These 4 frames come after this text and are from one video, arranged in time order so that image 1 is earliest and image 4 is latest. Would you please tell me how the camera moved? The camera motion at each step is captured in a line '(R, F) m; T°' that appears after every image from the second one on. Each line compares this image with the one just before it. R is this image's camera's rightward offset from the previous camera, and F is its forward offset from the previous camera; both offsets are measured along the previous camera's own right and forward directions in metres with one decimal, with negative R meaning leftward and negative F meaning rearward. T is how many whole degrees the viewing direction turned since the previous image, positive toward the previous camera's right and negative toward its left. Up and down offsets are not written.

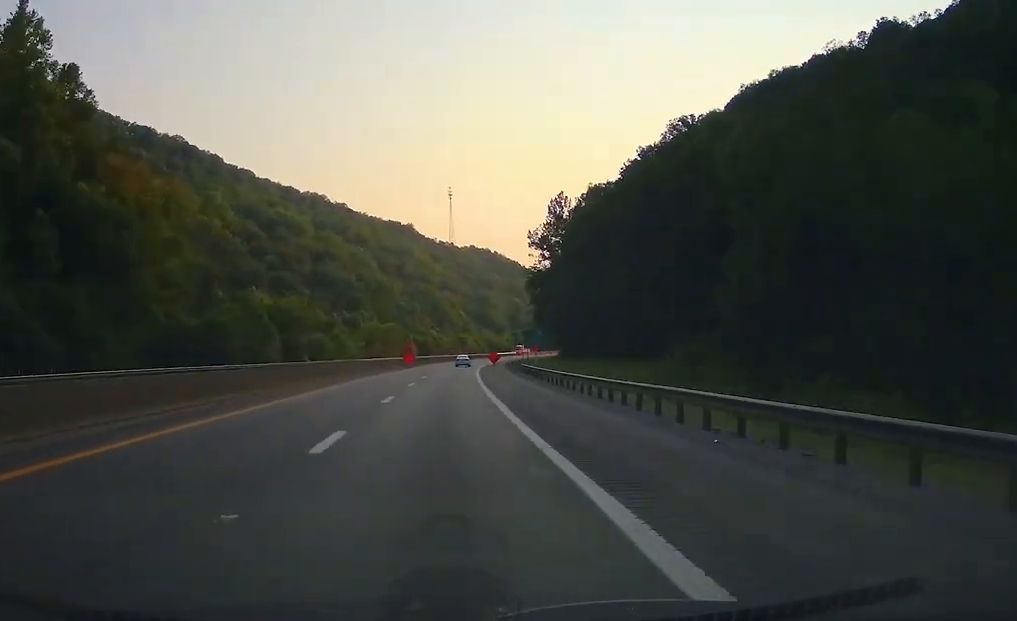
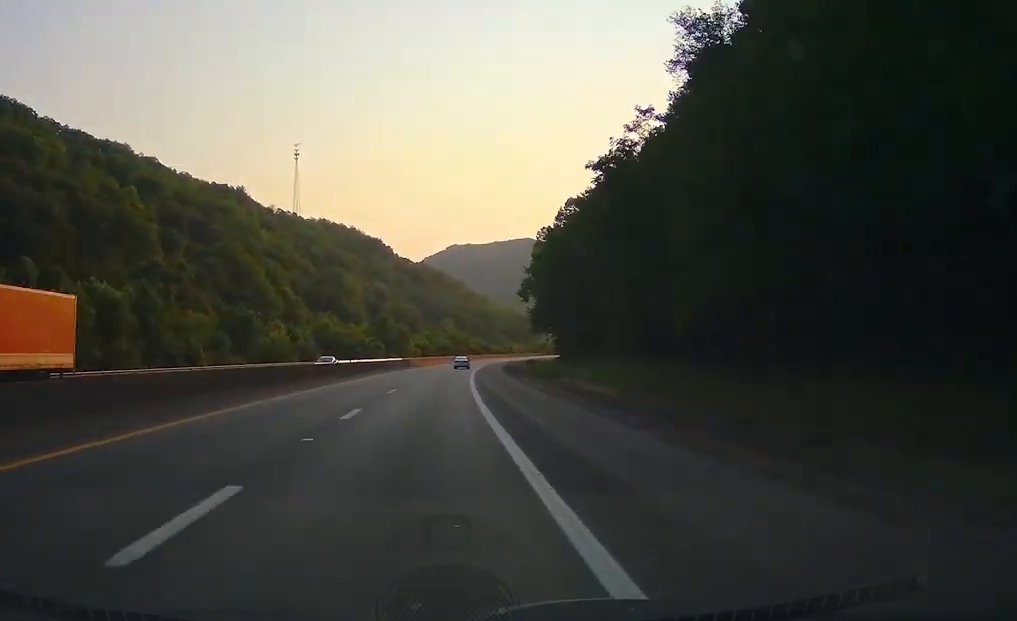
(+14.7, +190.1) m; +11°
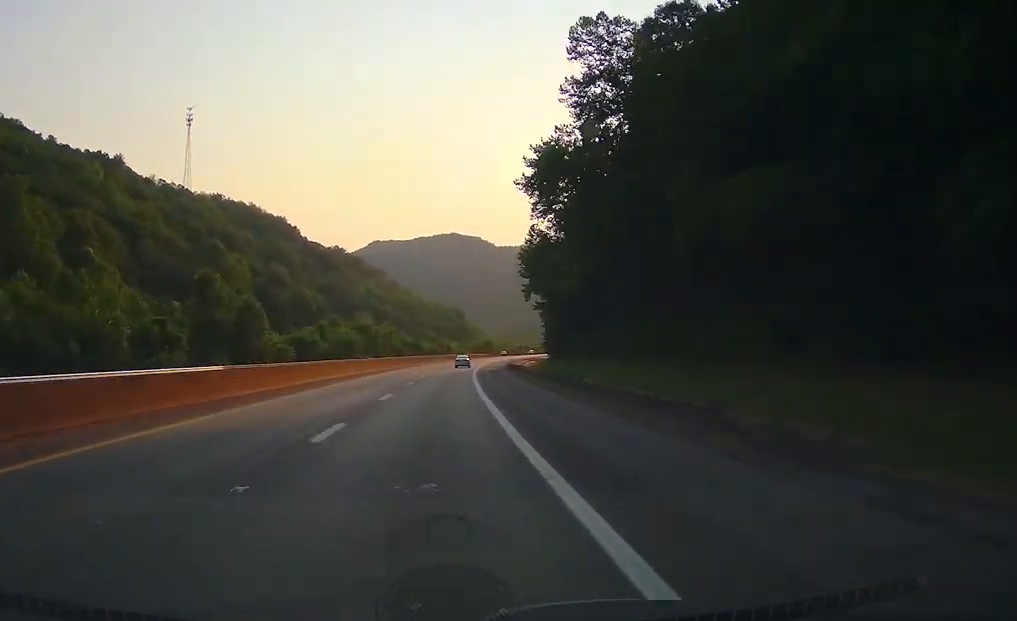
(+7.1, +101.9) m; +6°
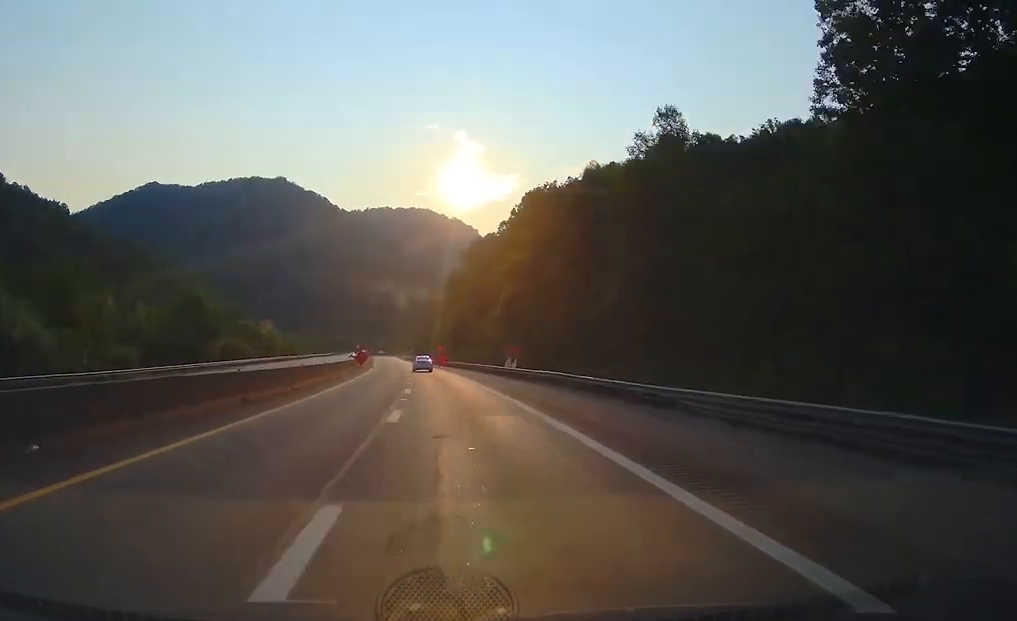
(+87.4, +520.3) m; +8°
